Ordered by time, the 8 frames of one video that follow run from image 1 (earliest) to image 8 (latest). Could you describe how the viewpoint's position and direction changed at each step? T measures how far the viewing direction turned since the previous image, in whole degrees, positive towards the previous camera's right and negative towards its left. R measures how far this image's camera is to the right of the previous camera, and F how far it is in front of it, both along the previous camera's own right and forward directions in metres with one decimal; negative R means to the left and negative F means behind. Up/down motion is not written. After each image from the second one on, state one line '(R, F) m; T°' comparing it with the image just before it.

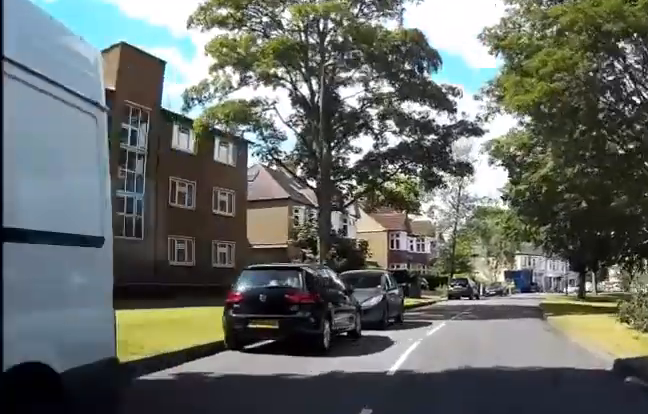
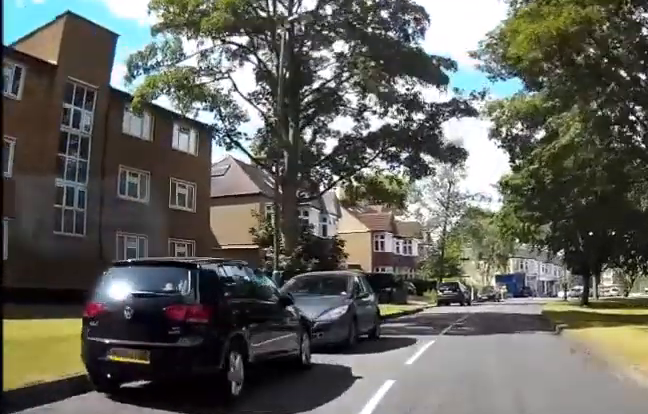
(0.0, +5.1) m; 0°
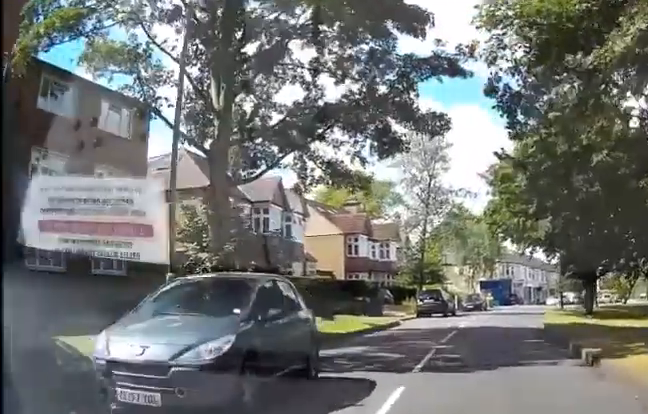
(0.0, +7.2) m; 0°
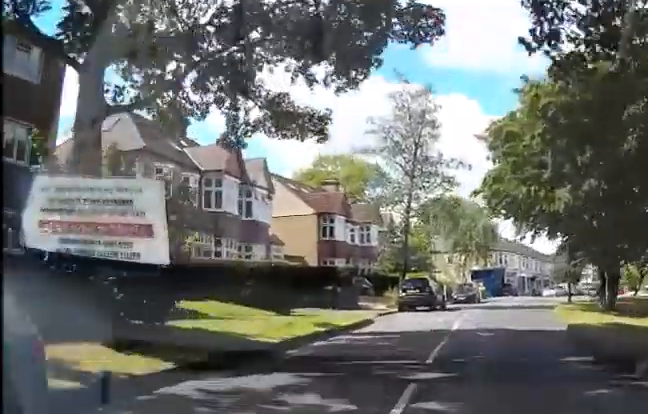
(0.0, +7.3) m; +1°
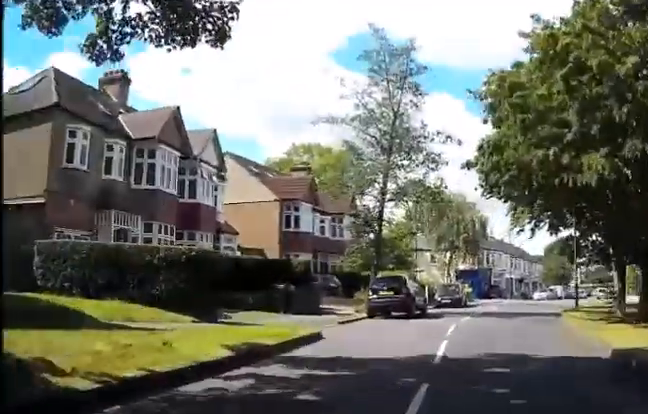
(+0.1, +6.7) m; +3°
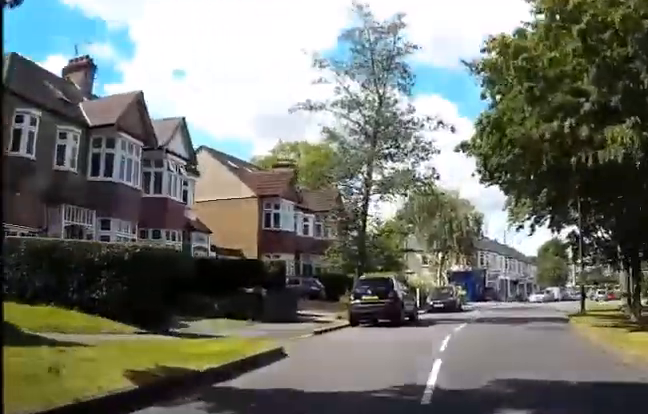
(+0.1, +3.3) m; +1°
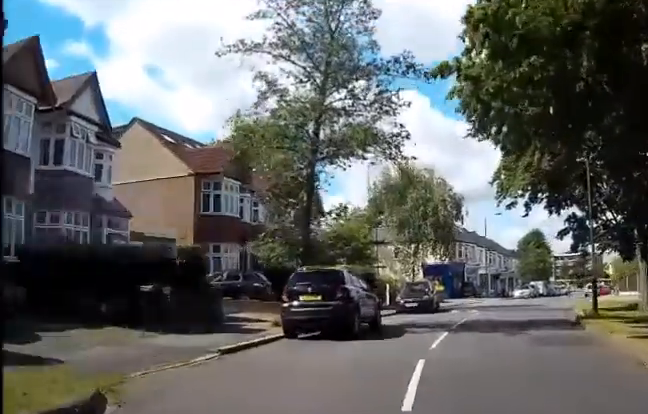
(+0.1, +6.9) m; +4°
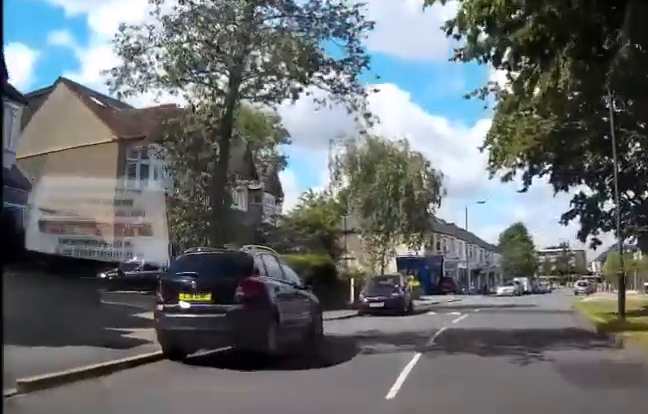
(+0.3, +6.6) m; +3°
